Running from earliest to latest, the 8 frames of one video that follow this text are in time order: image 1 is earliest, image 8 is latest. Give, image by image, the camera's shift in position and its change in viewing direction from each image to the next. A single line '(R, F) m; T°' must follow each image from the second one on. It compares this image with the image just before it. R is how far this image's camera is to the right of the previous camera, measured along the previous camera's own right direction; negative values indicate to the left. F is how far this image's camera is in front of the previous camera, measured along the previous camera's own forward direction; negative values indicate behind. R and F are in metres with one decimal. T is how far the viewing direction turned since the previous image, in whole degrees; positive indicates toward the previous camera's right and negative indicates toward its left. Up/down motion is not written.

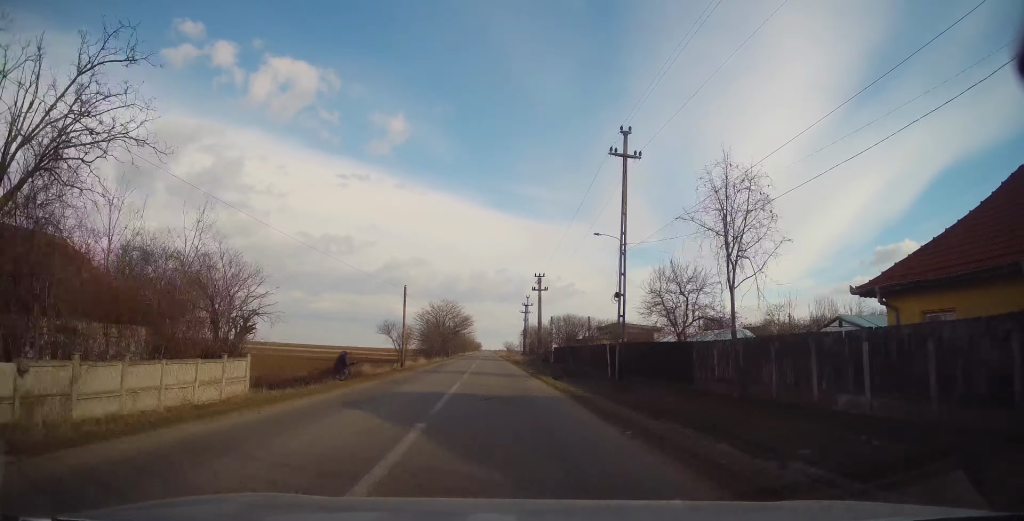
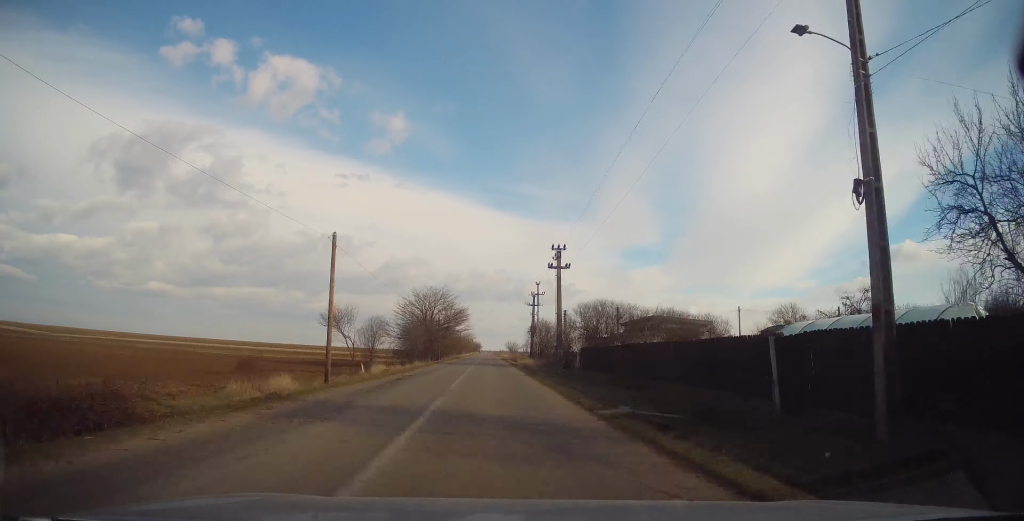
(0.0, +17.7) m; 0°
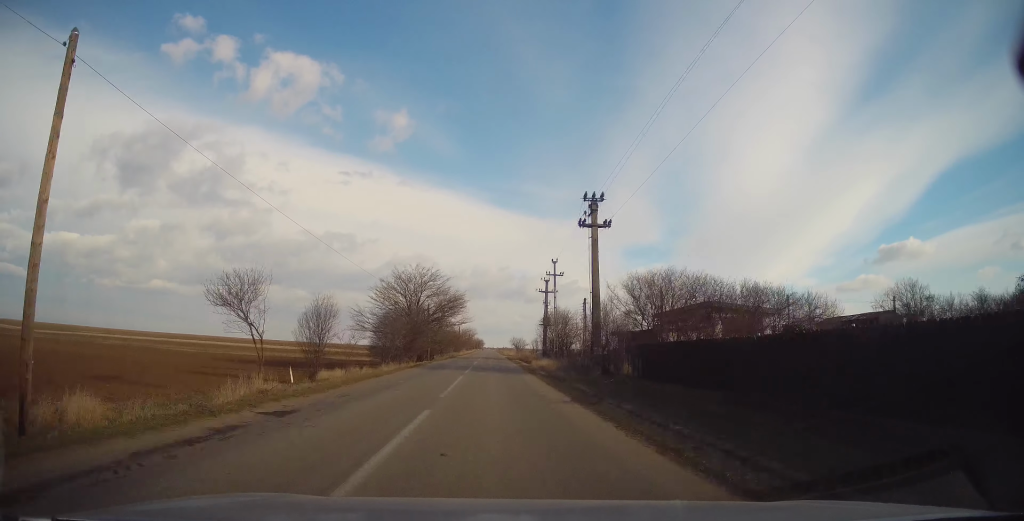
(0.0, +14.6) m; 0°
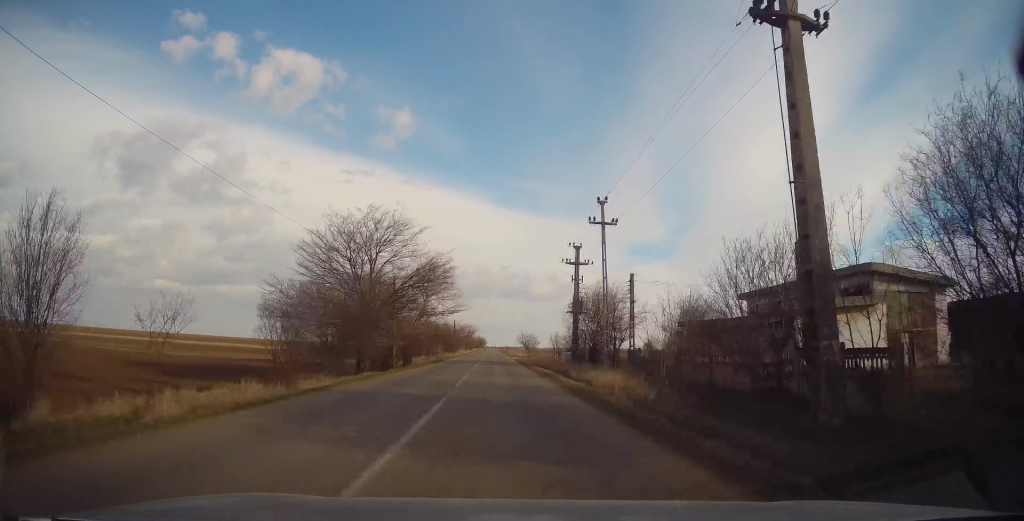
(0.0, +21.3) m; 0°
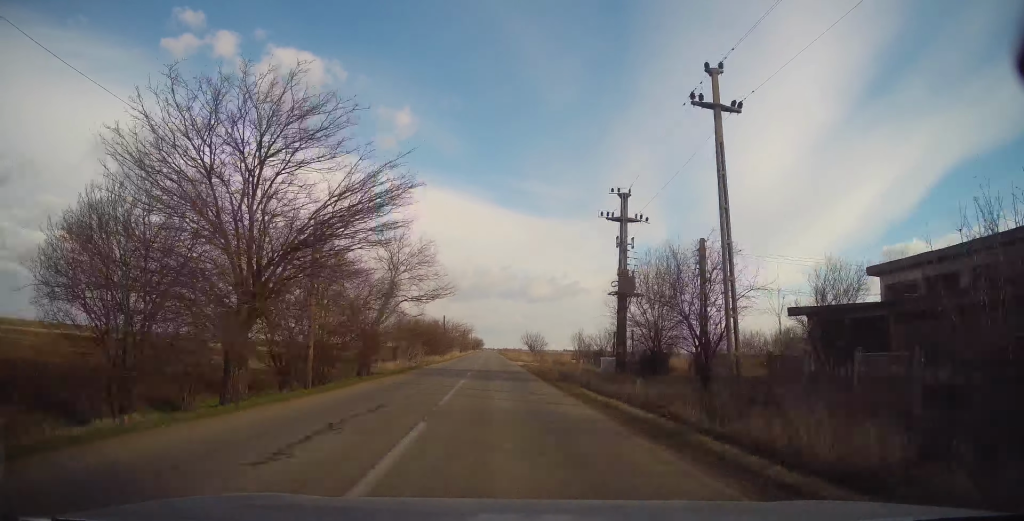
(0.0, +16.6) m; 0°
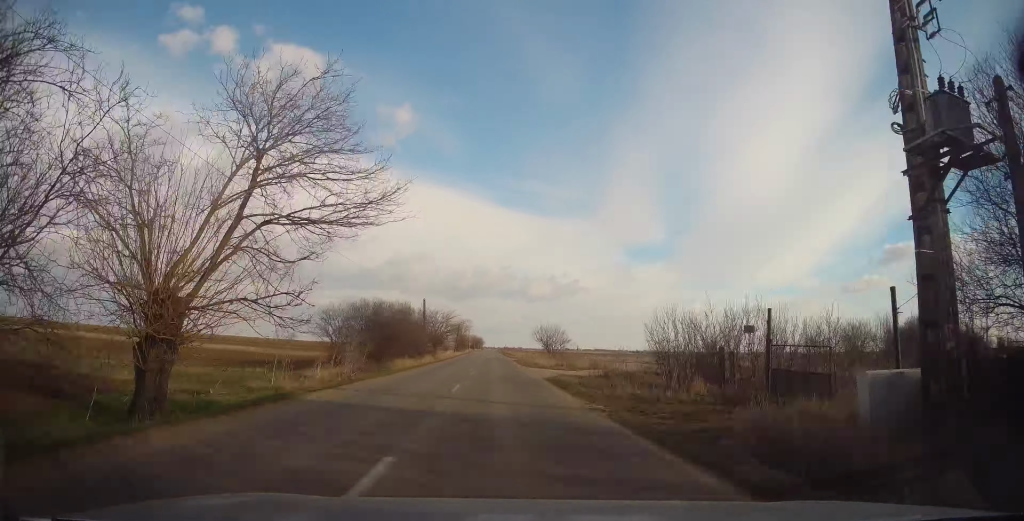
(0.0, +20.5) m; 0°
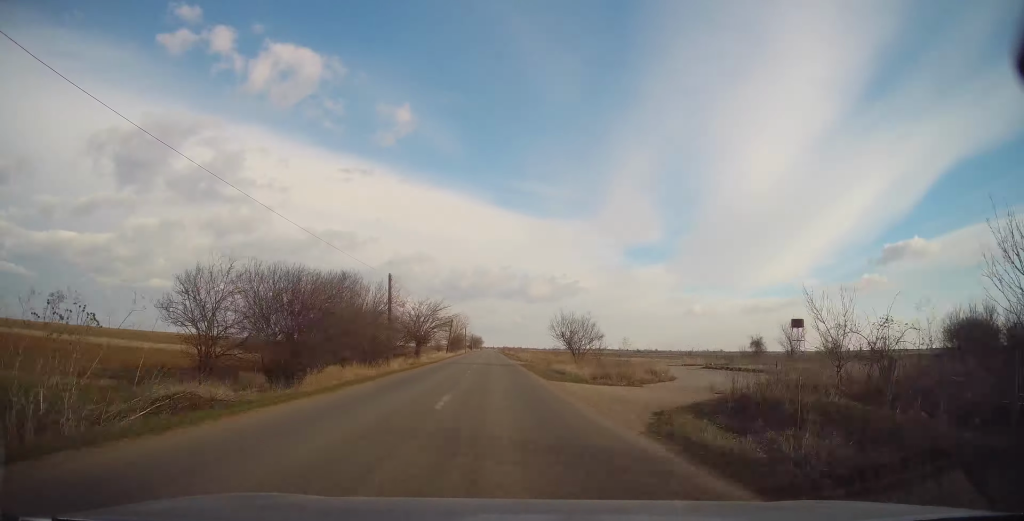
(0.0, +16.0) m; +1°
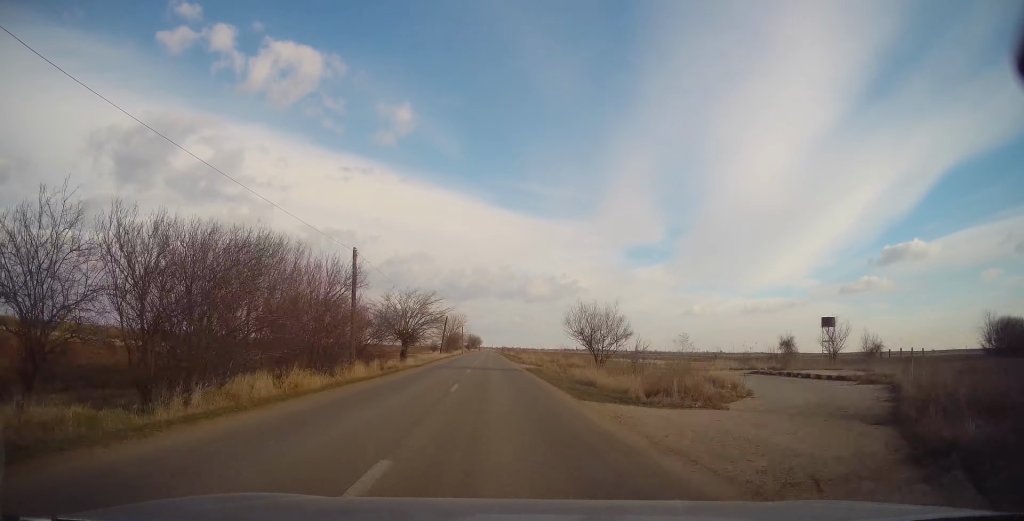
(-0.1, +8.5) m; +1°
